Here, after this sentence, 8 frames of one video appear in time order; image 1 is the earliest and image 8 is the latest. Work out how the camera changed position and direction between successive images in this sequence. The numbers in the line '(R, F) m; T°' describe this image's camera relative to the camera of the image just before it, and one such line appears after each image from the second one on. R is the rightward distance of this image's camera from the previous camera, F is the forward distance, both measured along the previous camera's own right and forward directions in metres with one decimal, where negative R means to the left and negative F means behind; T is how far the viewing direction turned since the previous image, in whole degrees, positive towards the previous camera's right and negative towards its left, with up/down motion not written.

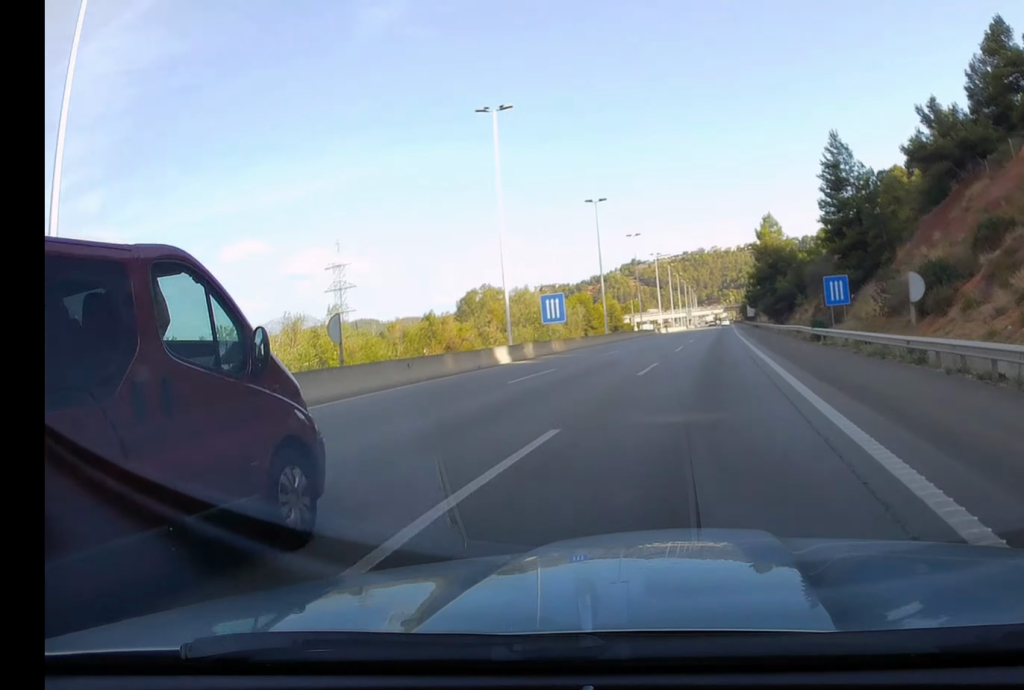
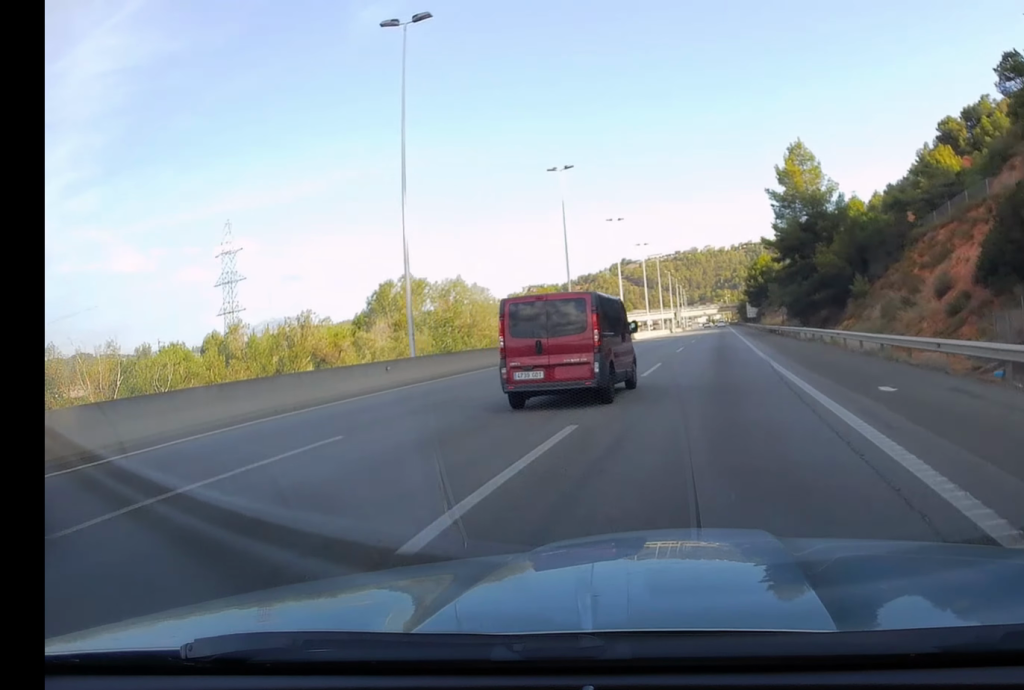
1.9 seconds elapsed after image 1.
(+0.4, +50.8) m; +1°
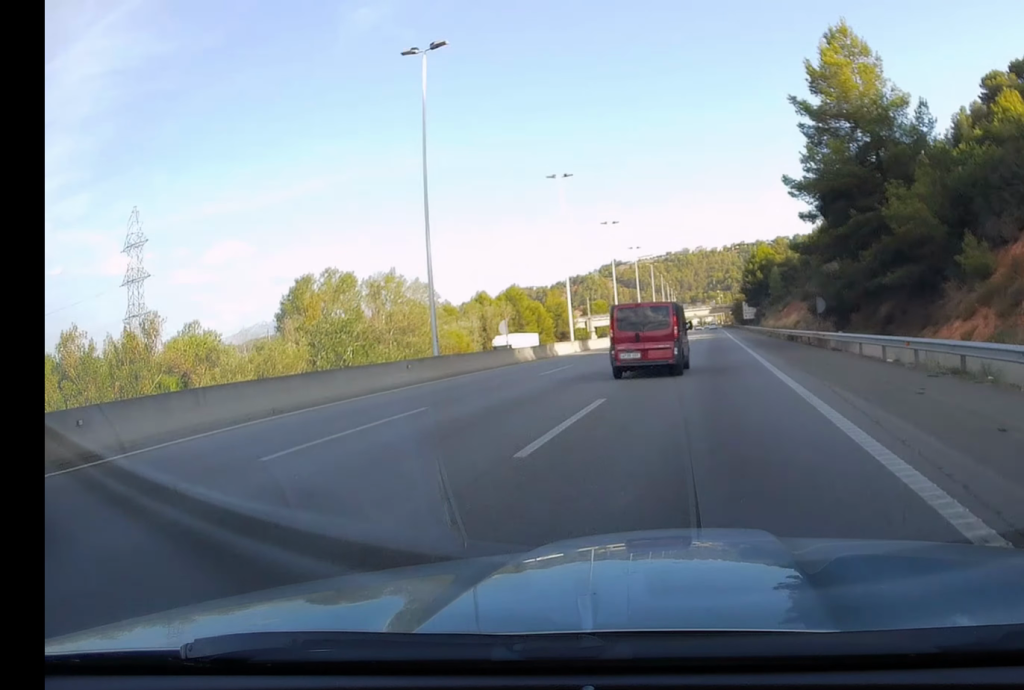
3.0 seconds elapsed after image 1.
(+0.1, +29.9) m; 0°
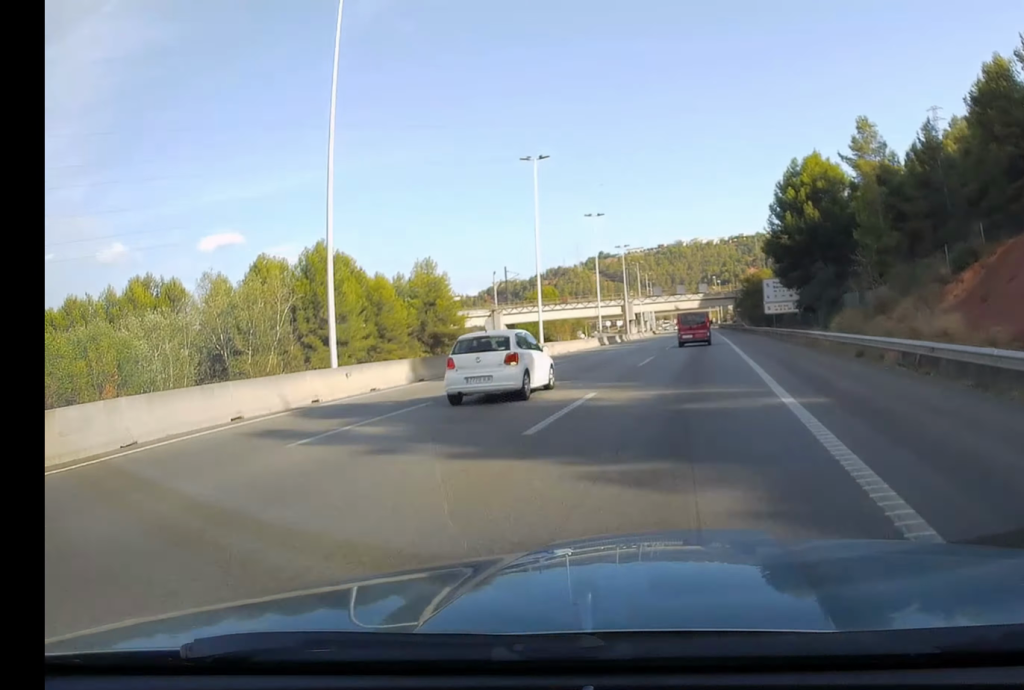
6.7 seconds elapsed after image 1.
(+0.4, +101.0) m; 0°
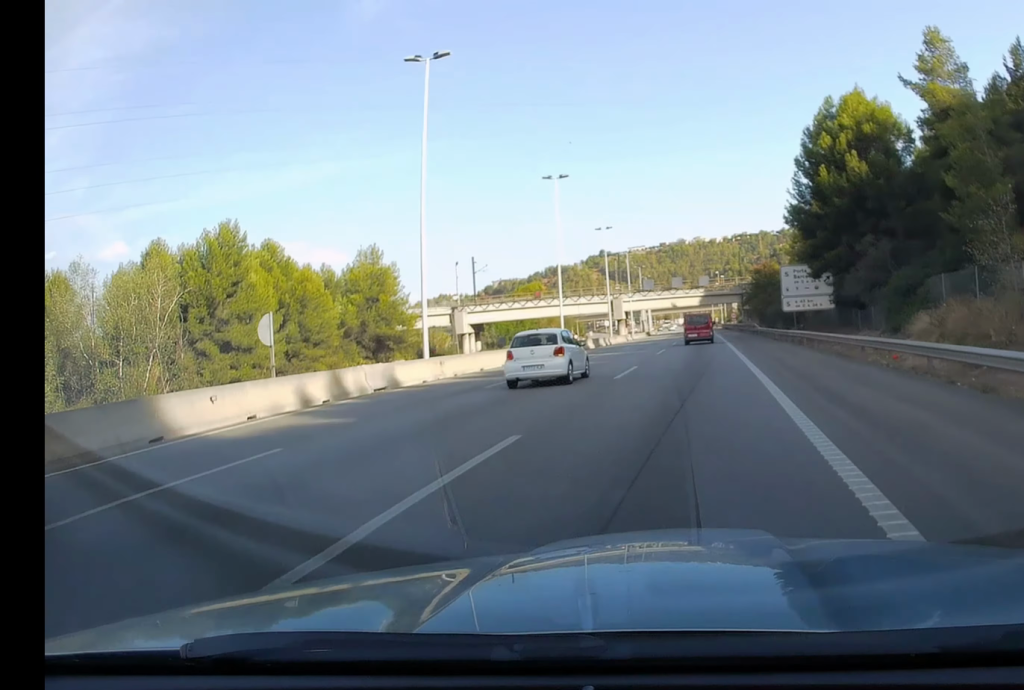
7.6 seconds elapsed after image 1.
(+0.1, +23.3) m; 0°
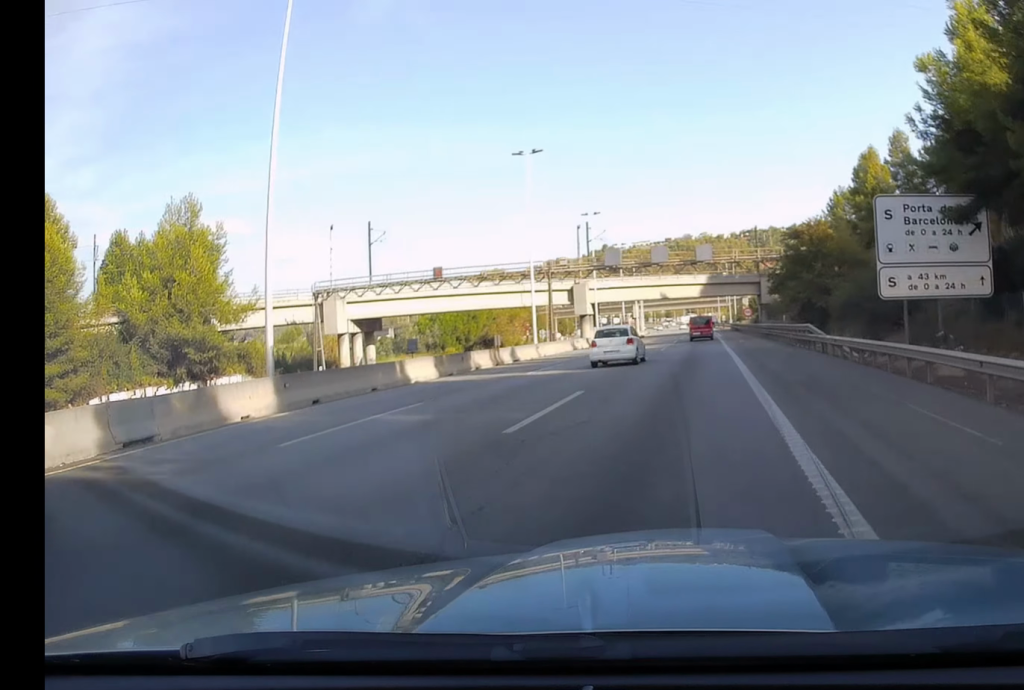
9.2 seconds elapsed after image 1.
(0.0, +44.7) m; 0°
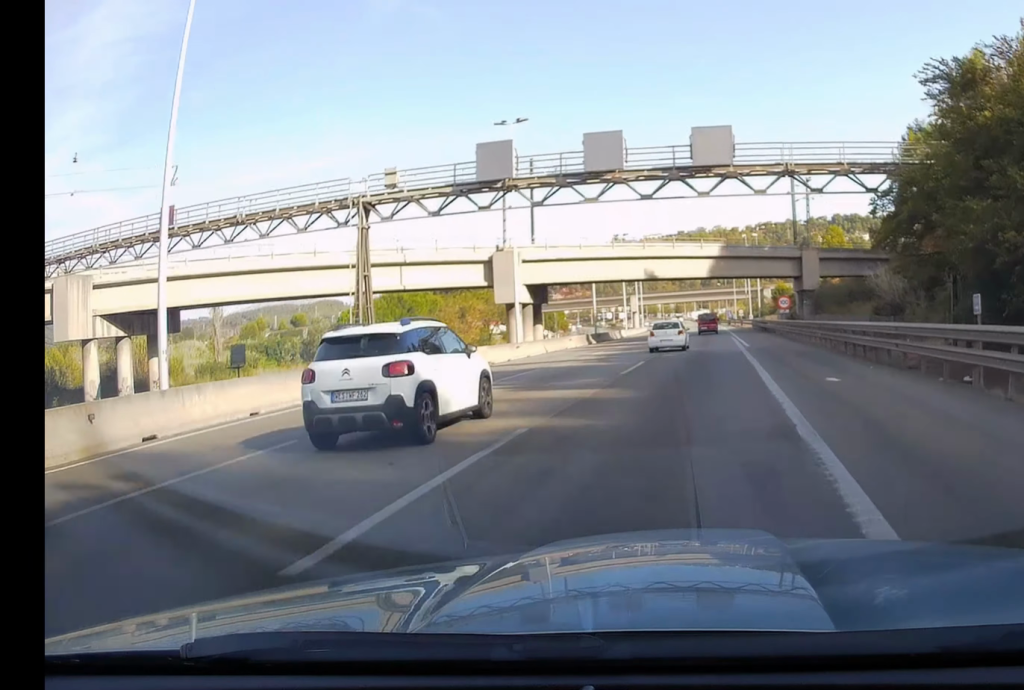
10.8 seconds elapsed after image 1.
(-0.1, +40.6) m; -1°
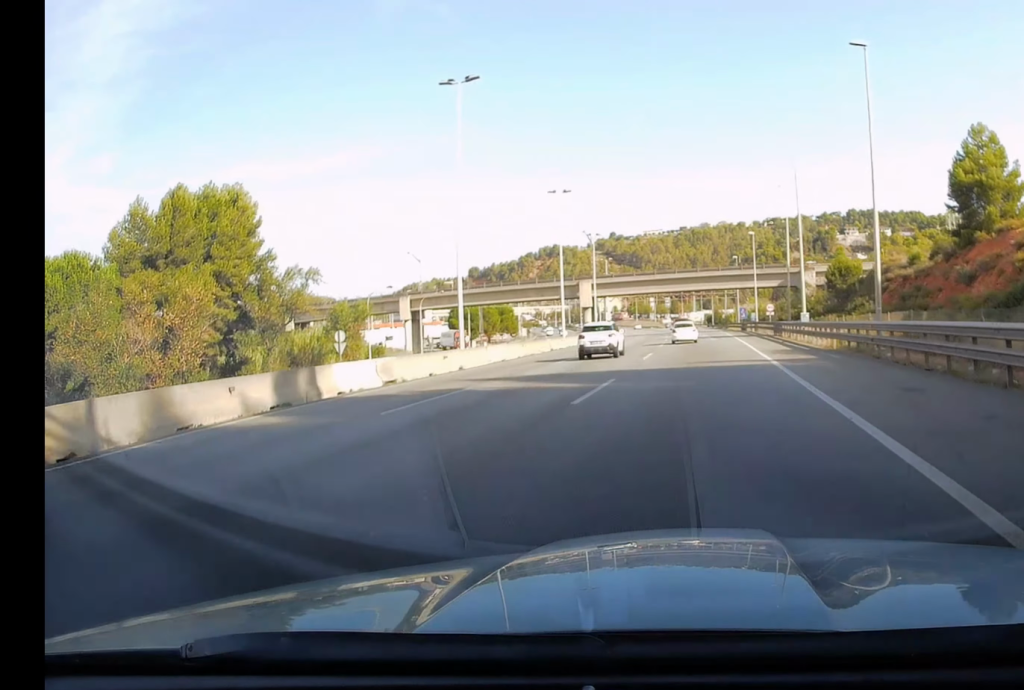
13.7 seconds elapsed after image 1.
(-0.7, +74.7) m; 0°
